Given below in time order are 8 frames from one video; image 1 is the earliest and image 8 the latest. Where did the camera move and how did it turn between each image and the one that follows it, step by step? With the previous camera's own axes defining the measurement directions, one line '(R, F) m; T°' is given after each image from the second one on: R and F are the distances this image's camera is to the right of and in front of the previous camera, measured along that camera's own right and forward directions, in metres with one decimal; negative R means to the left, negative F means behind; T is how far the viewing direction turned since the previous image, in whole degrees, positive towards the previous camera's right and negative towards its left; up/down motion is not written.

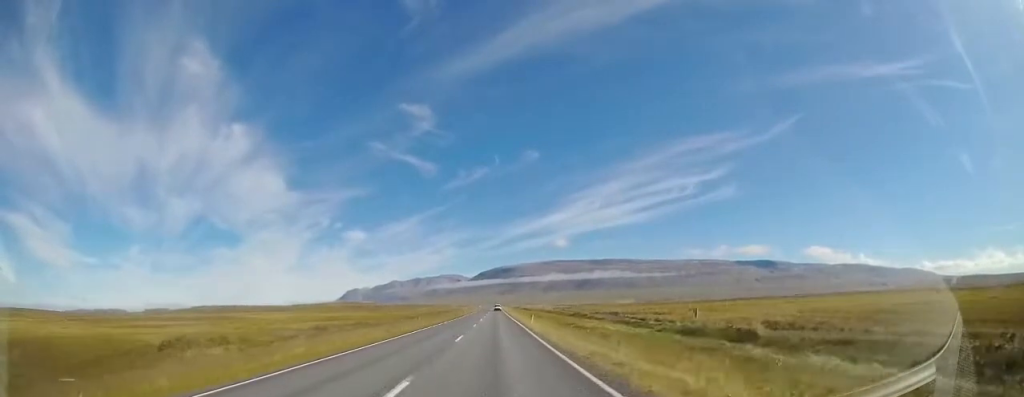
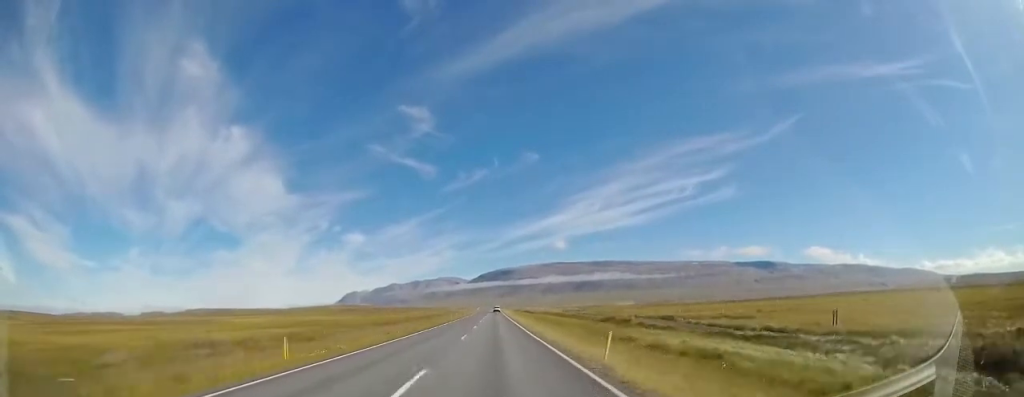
(0.0, +22.4) m; 0°
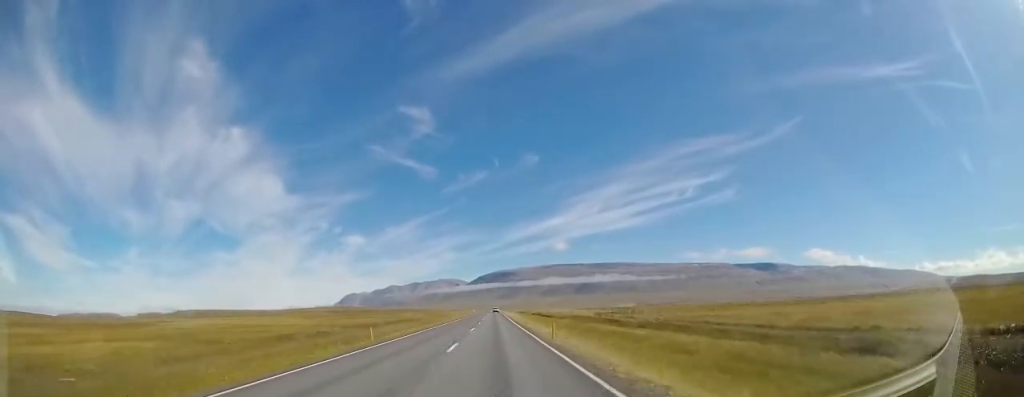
(+0.1, +41.1) m; 0°
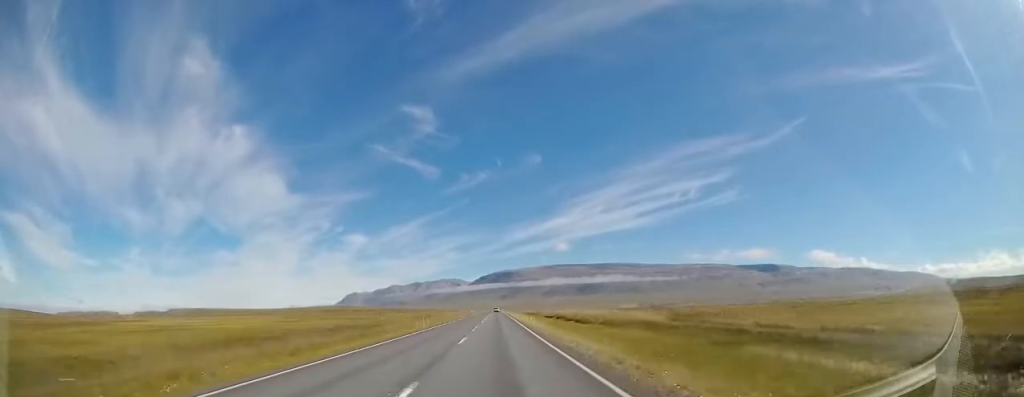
(0.0, +32.9) m; 0°
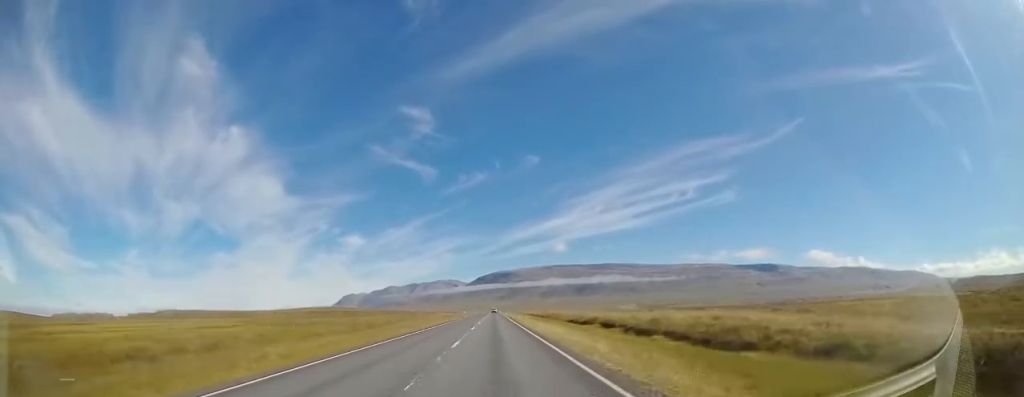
(+0.2, +38.0) m; 0°
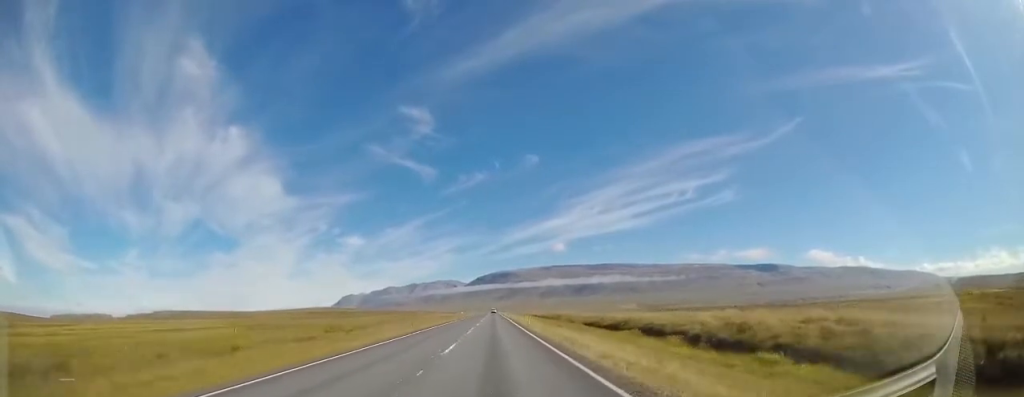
(0.0, +13.5) m; 0°
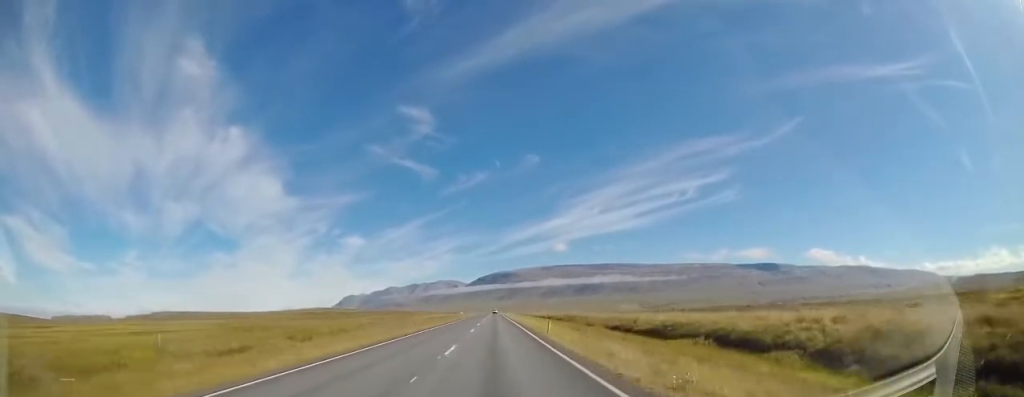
(0.0, +12.0) m; -1°
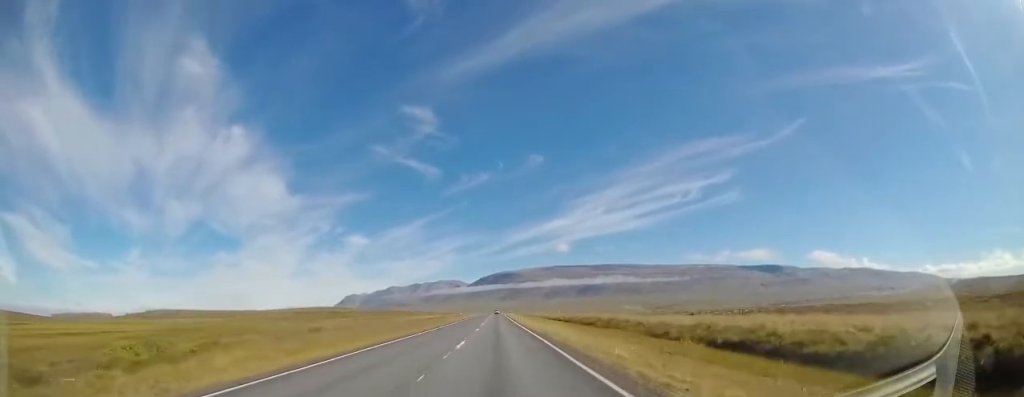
(-0.2, +22.4) m; -1°
